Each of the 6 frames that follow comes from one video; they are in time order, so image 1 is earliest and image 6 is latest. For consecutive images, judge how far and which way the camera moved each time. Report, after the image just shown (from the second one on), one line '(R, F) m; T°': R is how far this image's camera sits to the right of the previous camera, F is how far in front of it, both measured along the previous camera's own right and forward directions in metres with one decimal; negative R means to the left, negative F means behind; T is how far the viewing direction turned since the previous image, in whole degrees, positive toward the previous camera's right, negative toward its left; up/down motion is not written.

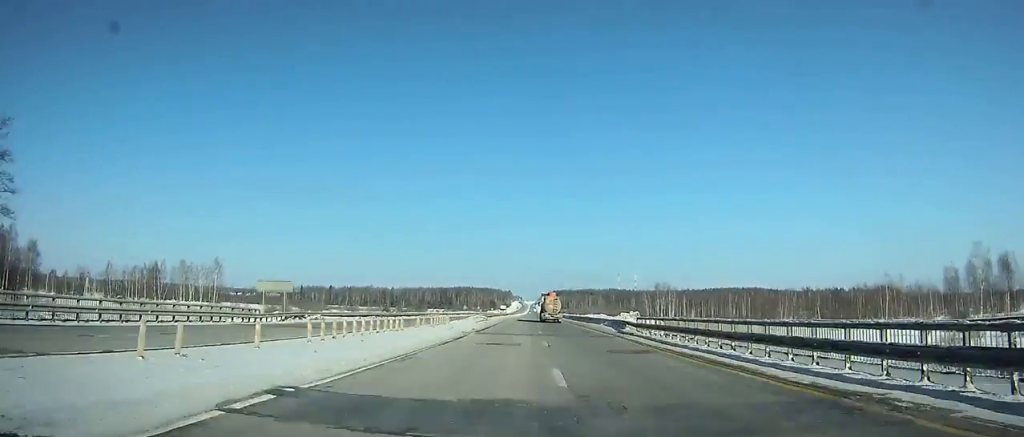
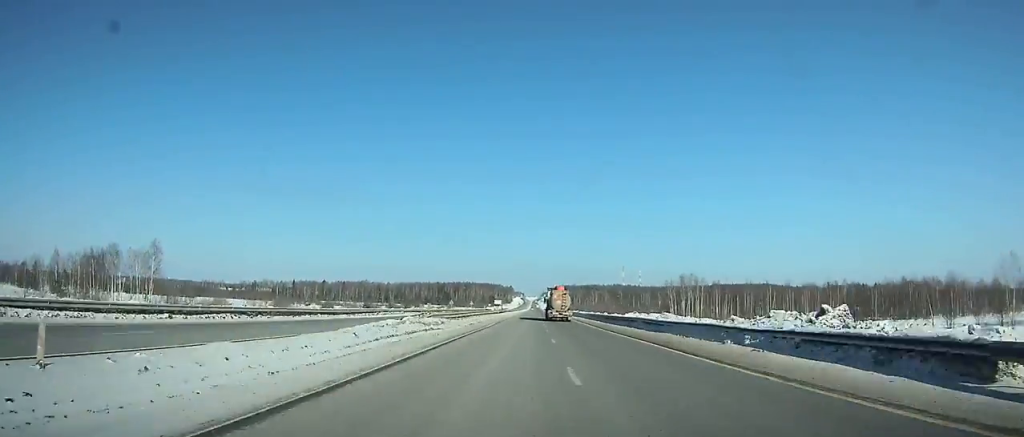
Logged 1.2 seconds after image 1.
(0.0, +36.1) m; 0°
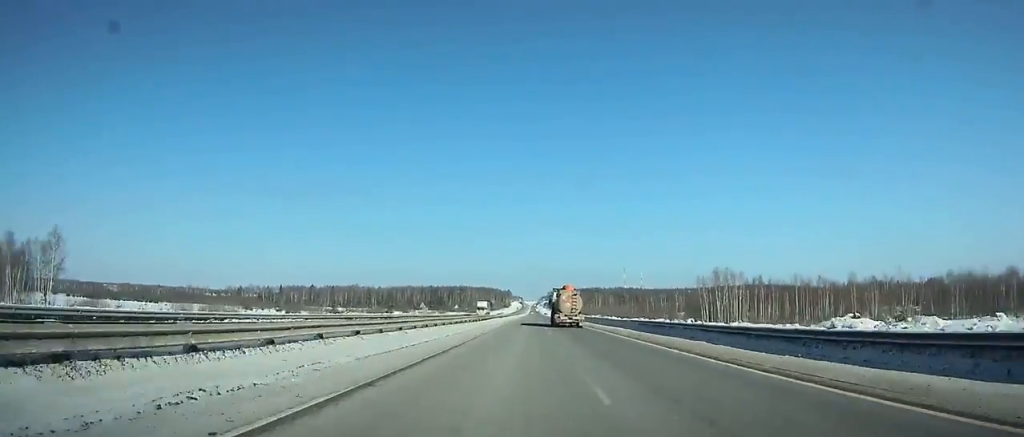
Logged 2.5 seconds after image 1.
(+0.2, +39.4) m; 0°
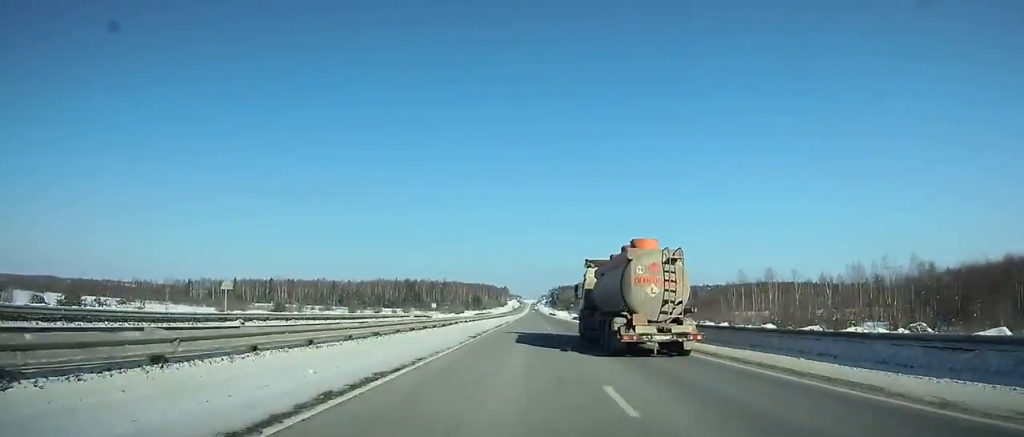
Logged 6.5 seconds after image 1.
(+0.6, +121.7) m; 0°
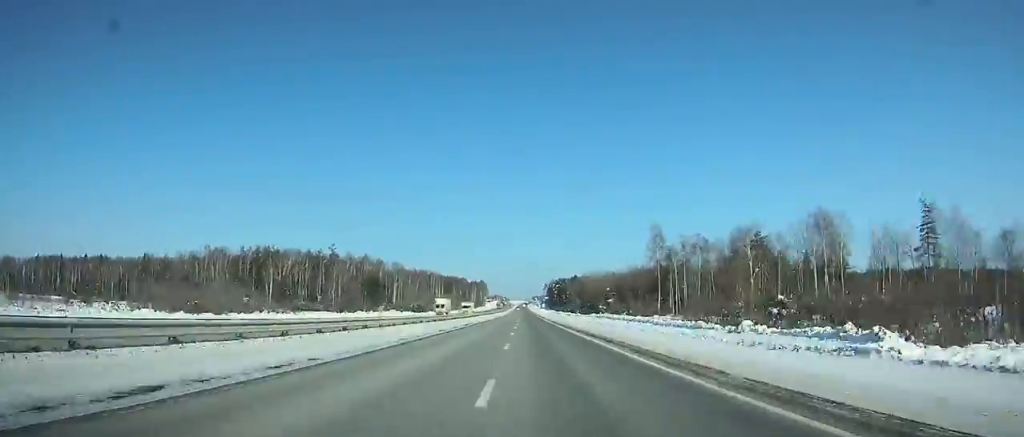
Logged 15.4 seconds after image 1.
(+2.7, +274.3) m; +1°
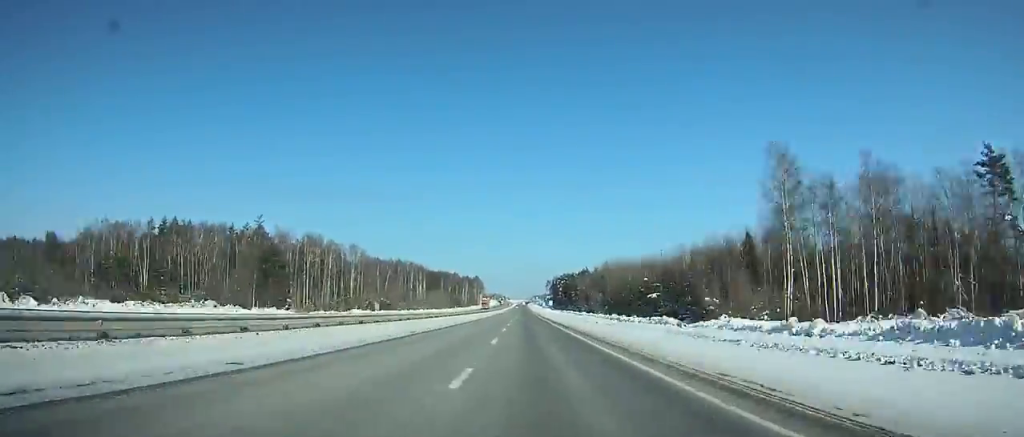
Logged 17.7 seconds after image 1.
(-0.2, +70.9) m; 0°
